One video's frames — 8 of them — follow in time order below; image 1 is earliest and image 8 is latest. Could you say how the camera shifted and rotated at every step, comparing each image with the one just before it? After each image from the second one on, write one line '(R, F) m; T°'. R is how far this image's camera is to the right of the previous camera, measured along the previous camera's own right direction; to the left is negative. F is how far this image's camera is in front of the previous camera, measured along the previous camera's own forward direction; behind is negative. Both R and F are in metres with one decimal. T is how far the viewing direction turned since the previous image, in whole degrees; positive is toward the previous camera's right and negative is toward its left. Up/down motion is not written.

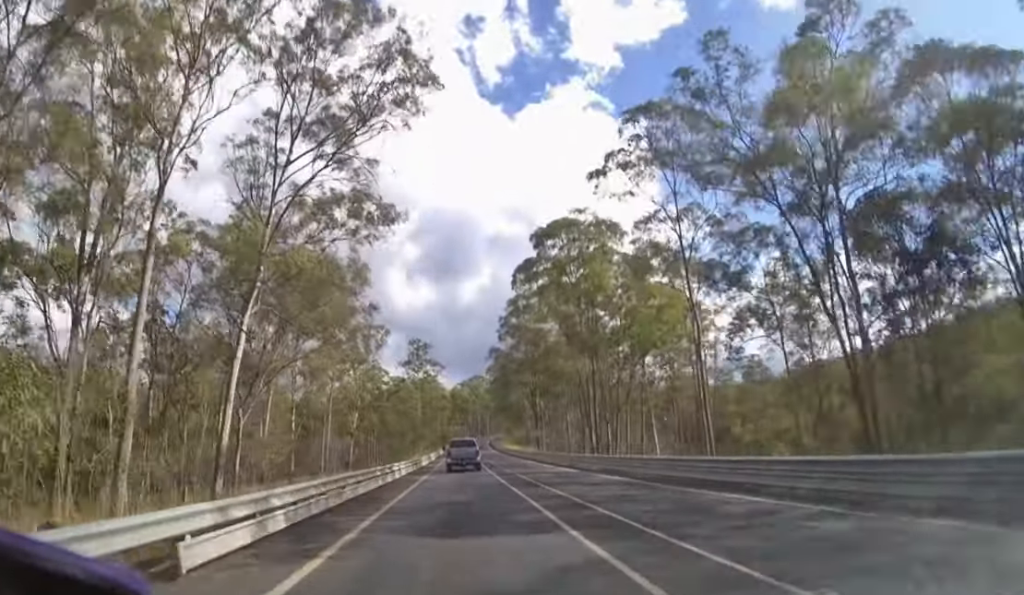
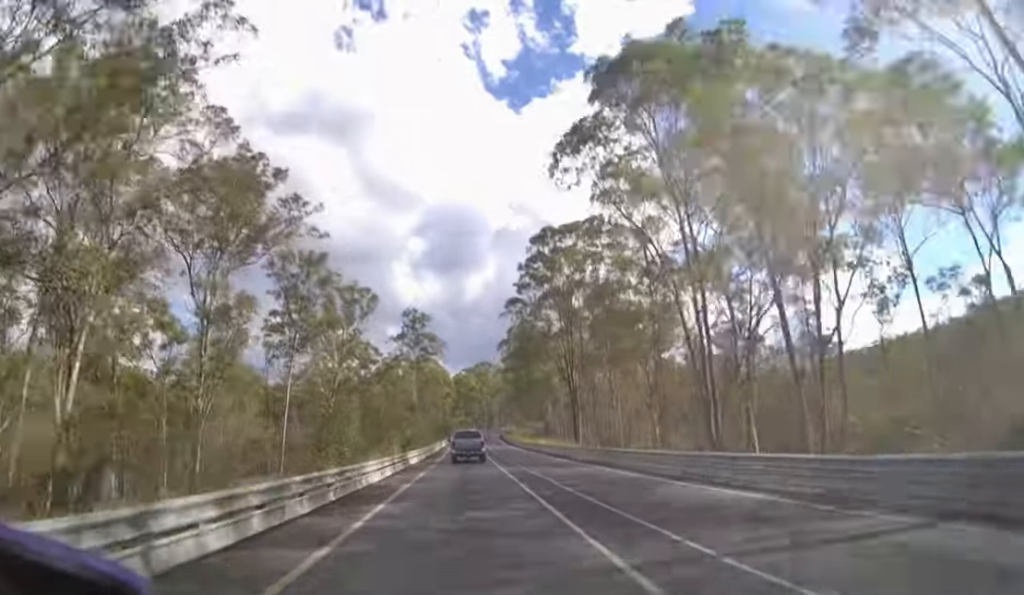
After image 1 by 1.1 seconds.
(-0.1, +21.1) m; 0°
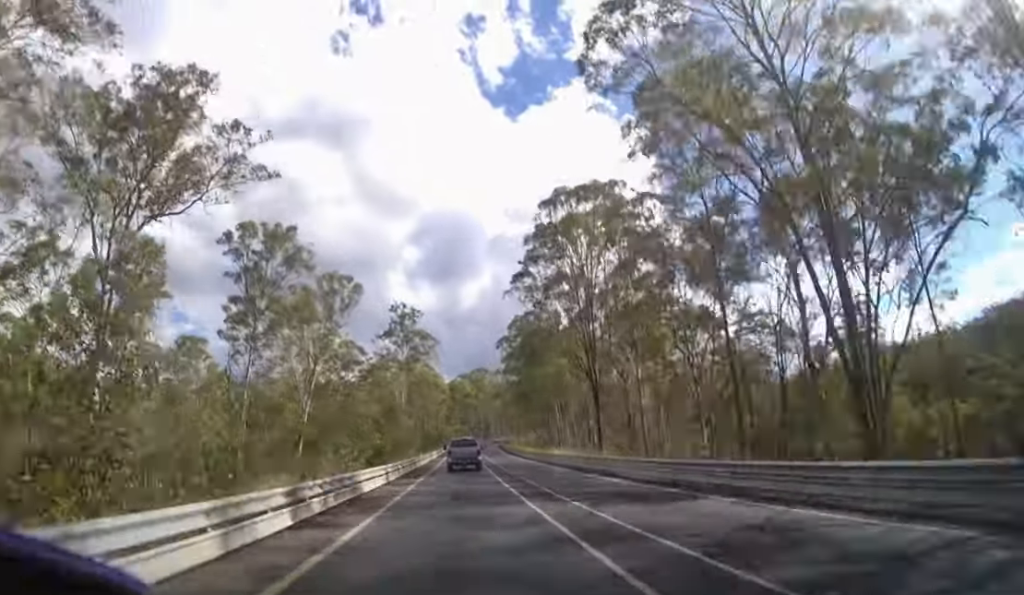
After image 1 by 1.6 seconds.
(0.0, +11.4) m; 0°
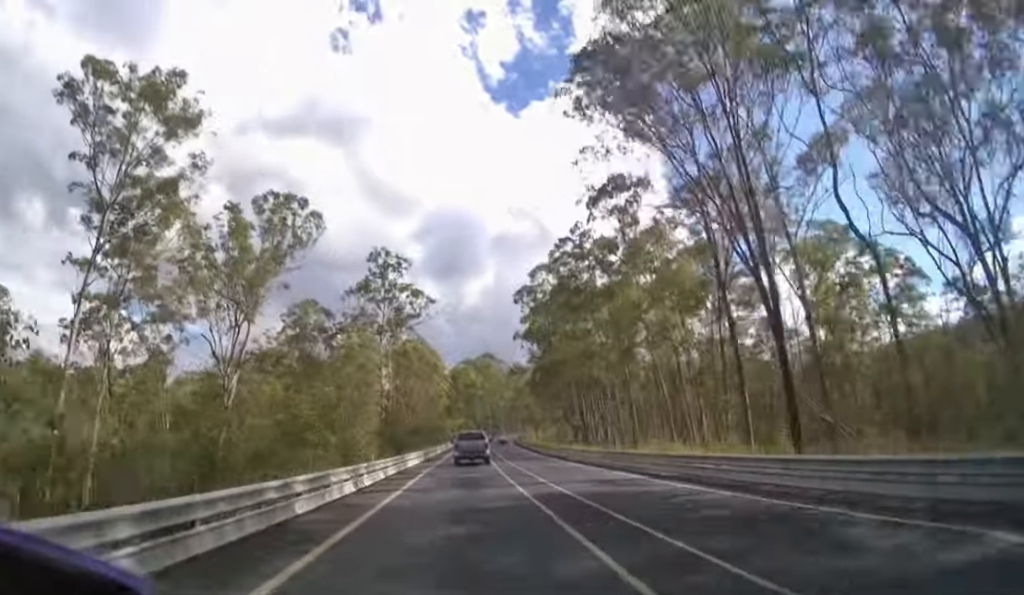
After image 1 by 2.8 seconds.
(0.0, +27.2) m; 0°
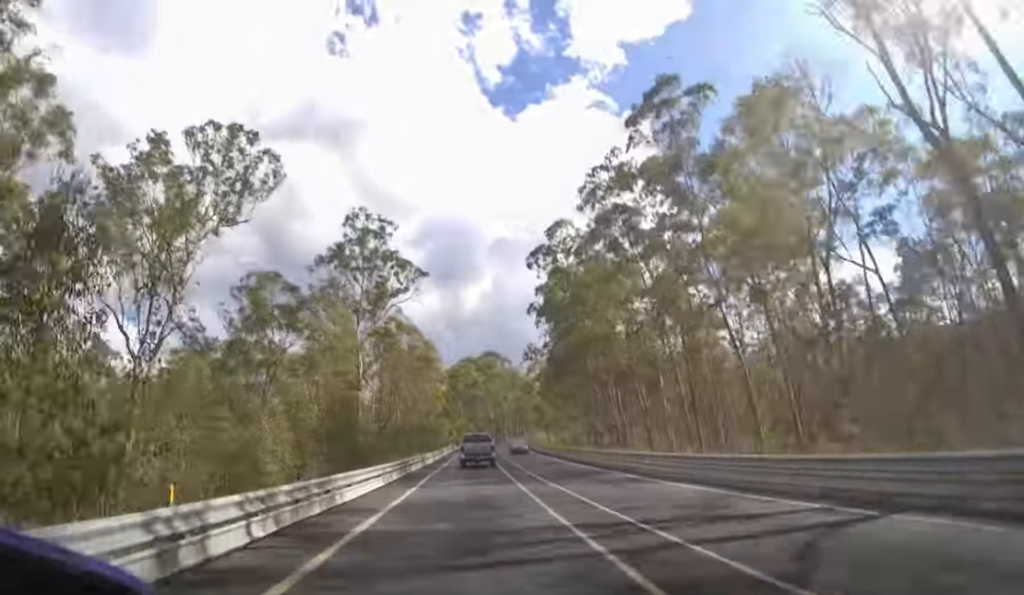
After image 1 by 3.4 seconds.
(0.0, +15.6) m; 0°
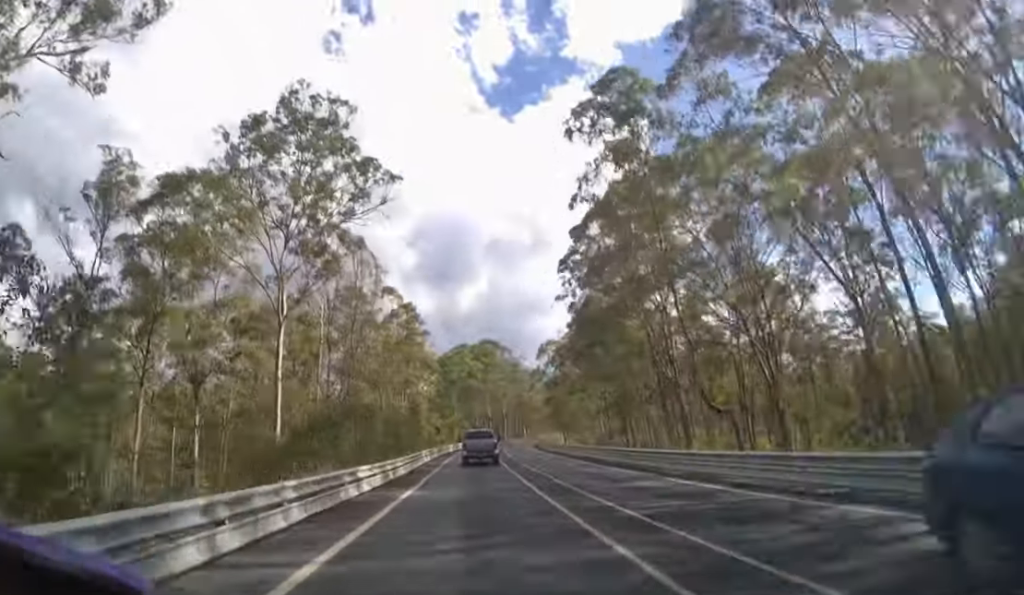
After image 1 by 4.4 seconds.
(0.0, +25.7) m; 0°
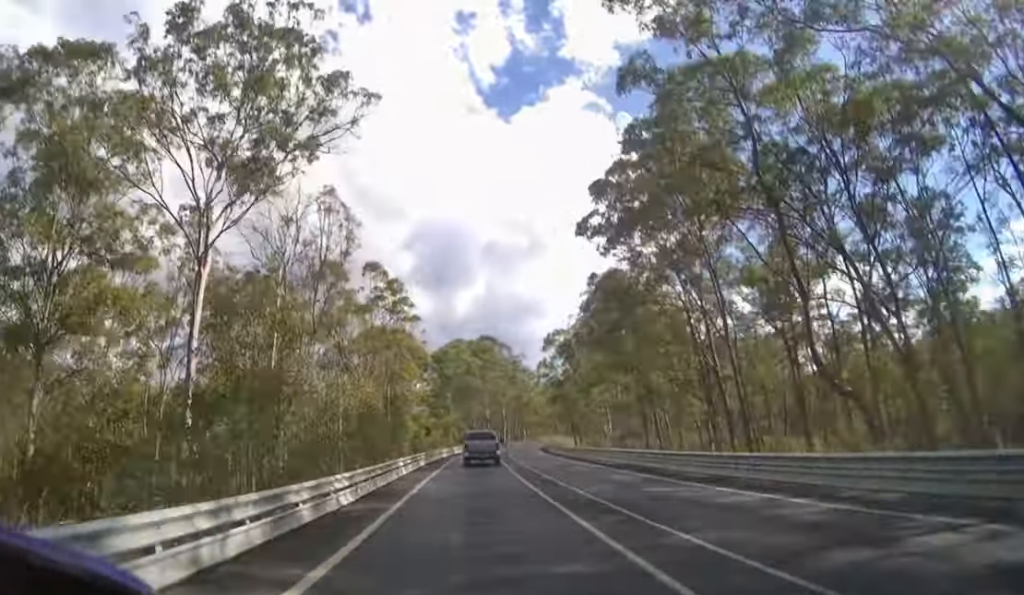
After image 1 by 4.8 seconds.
(+0.1, +10.5) m; 0°
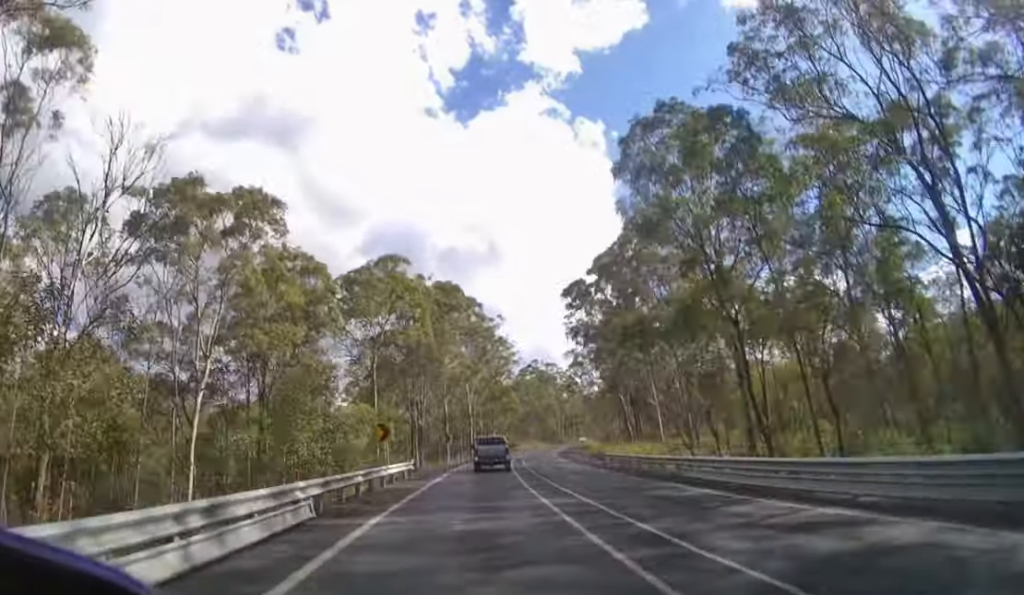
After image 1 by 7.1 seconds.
(+1.7, +51.8) m; +5°
